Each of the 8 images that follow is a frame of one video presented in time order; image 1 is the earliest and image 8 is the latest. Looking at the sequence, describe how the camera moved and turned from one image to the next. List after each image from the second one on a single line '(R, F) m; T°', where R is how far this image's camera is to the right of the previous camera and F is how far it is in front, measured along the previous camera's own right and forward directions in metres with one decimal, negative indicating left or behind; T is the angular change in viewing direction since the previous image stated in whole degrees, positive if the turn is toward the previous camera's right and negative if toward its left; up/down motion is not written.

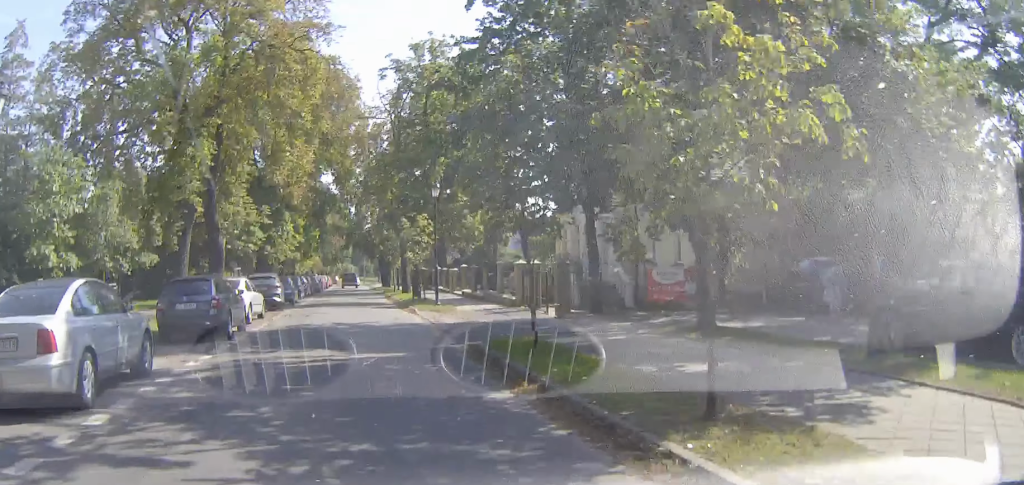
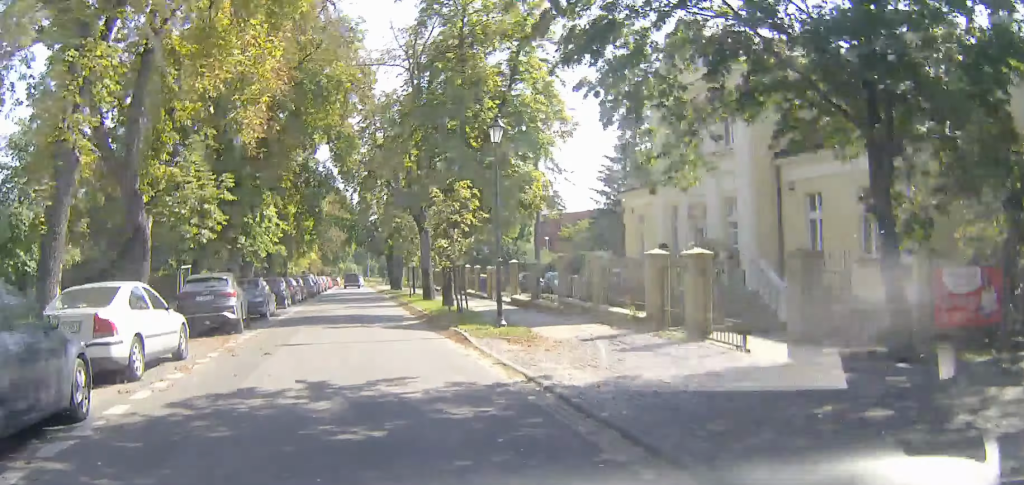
(-0.7, +13.5) m; -6°
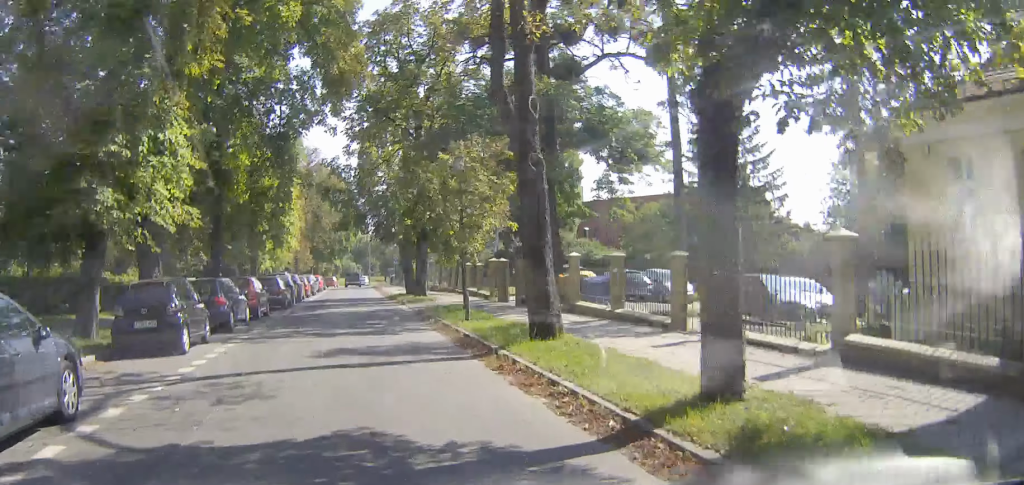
(-0.1, +20.2) m; 0°
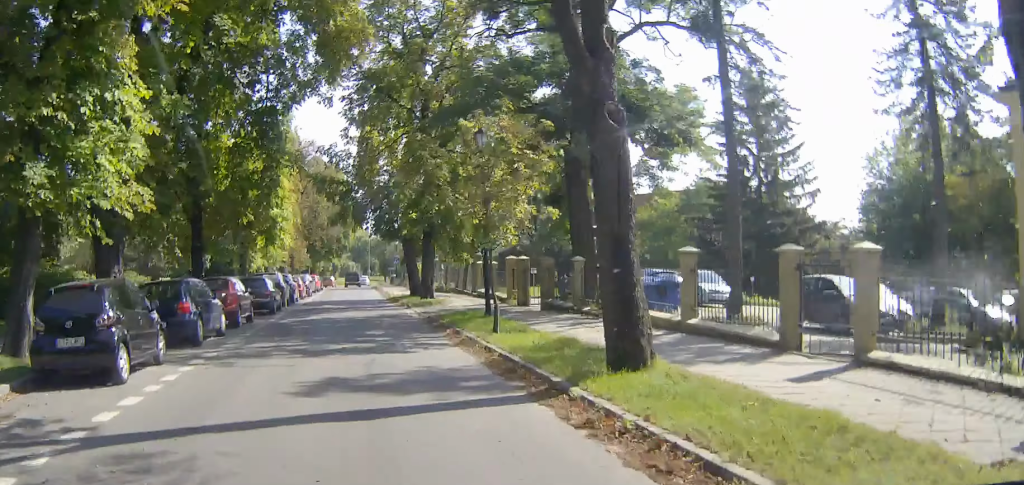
(0.0, +4.1) m; 0°
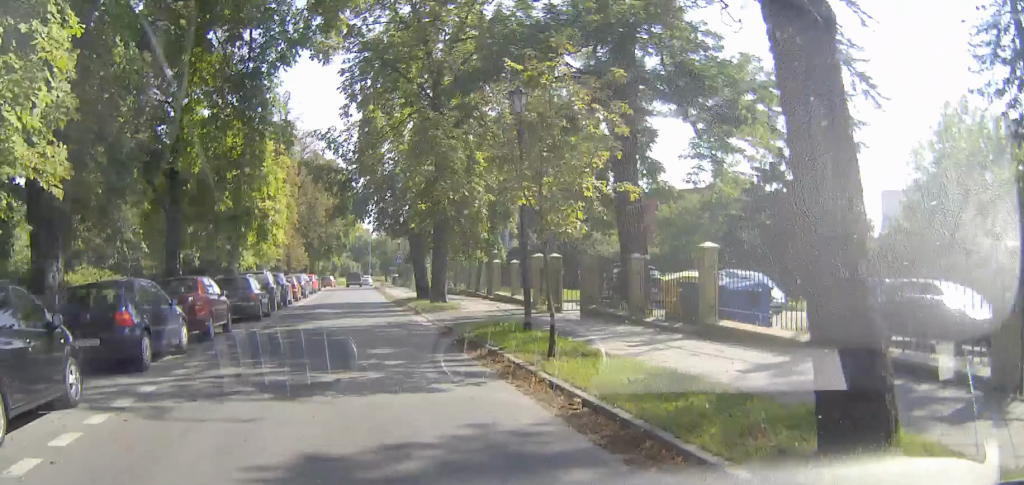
(0.0, +4.4) m; 0°
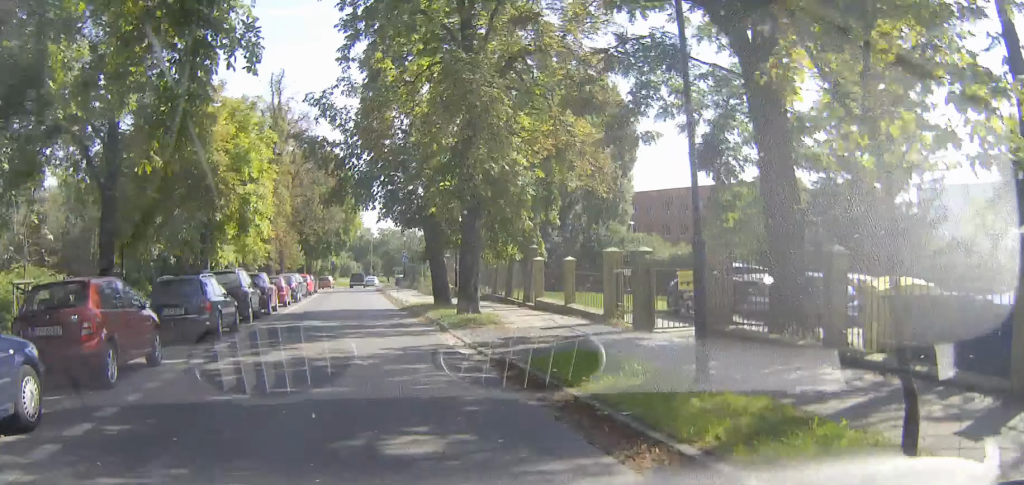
(+0.1, +7.5) m; +1°
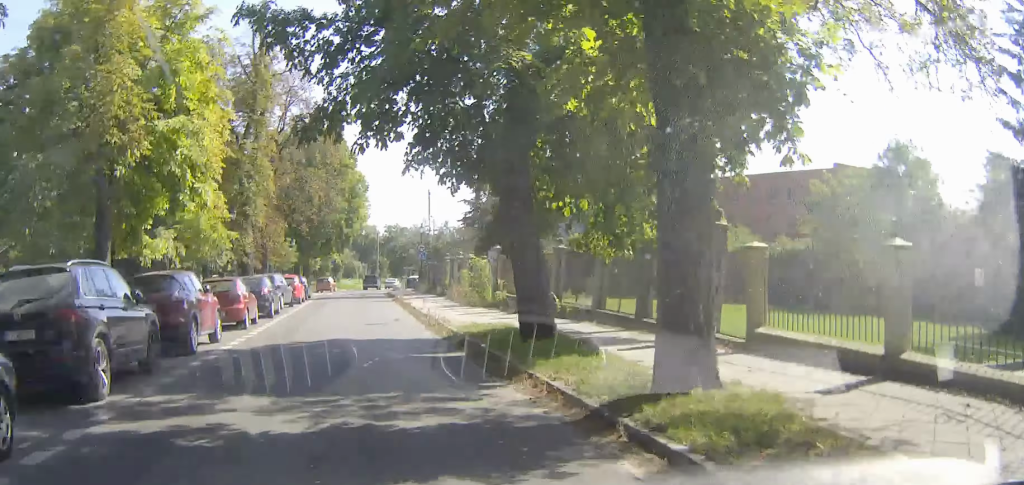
(0.0, +14.0) m; 0°
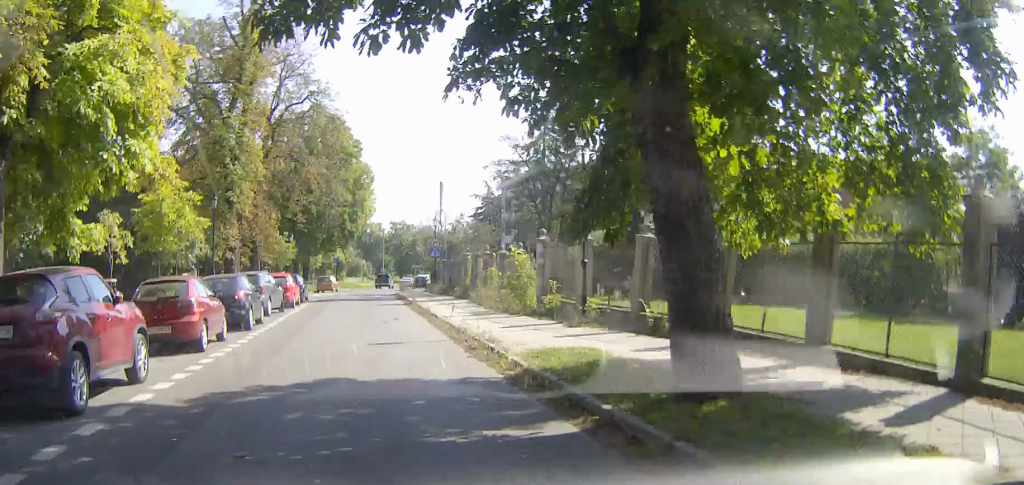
(0.0, +6.6) m; 0°
